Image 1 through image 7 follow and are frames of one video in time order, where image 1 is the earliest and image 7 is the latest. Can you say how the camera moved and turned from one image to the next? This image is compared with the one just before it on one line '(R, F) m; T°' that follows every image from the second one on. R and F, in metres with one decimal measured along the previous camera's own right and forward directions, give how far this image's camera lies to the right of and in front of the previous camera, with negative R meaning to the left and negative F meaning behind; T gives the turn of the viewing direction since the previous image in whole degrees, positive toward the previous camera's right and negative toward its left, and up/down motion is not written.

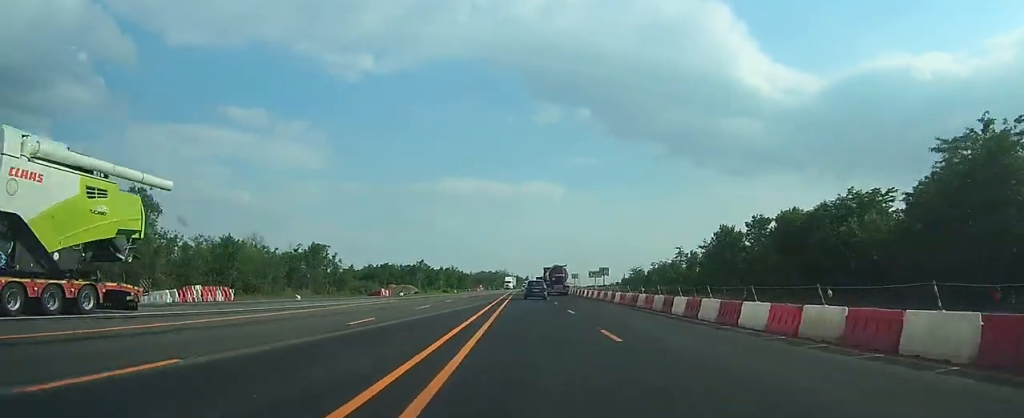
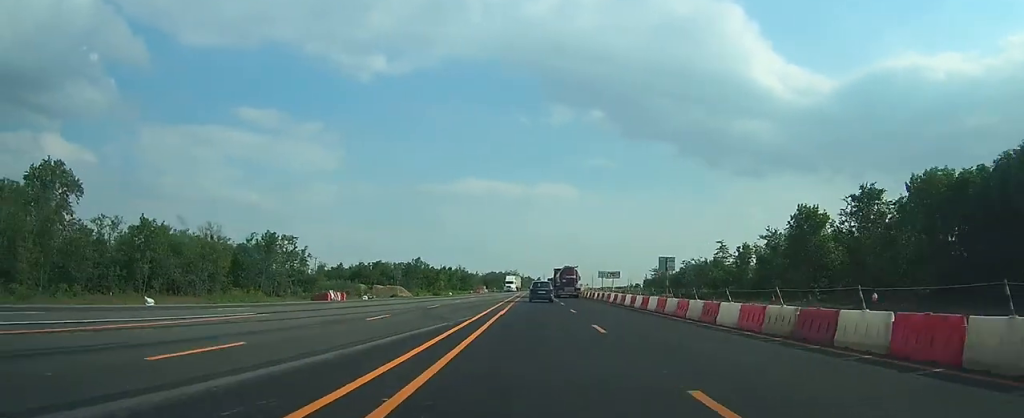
(-0.3, +21.4) m; -1°
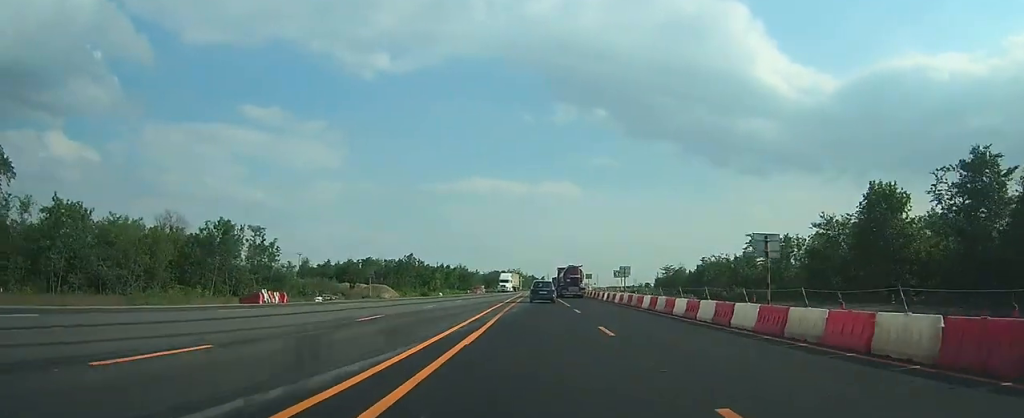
(-0.1, +13.3) m; -1°
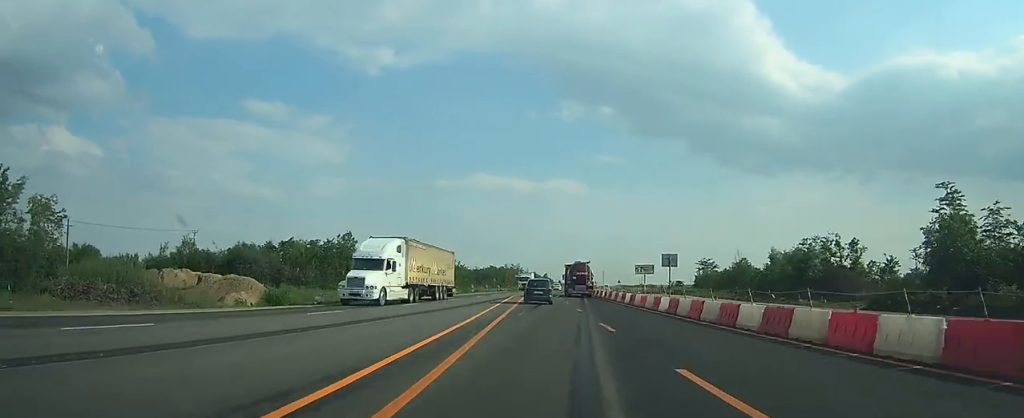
(-0.6, +48.0) m; -1°
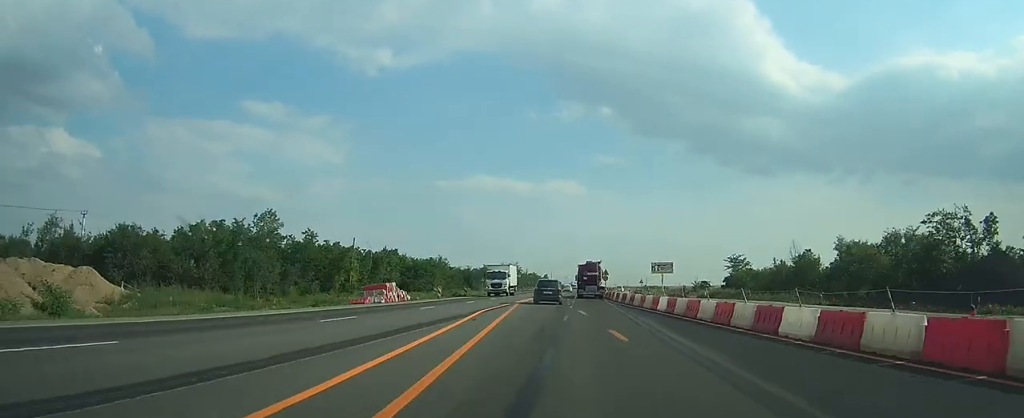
(-0.1, +27.9) m; 0°
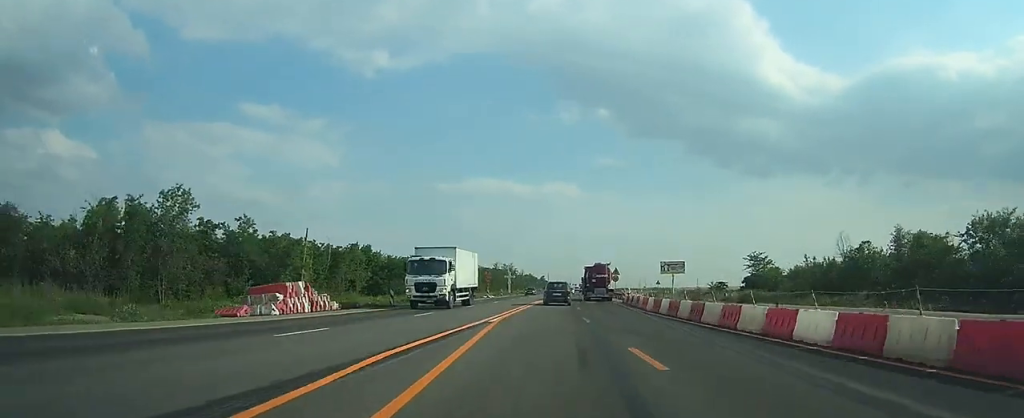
(0.0, +17.0) m; 0°
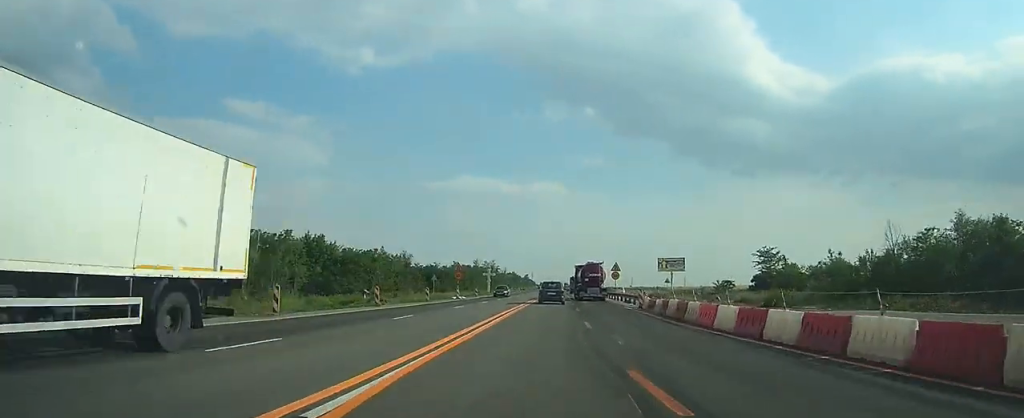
(+0.1, +15.6) m; +1°
